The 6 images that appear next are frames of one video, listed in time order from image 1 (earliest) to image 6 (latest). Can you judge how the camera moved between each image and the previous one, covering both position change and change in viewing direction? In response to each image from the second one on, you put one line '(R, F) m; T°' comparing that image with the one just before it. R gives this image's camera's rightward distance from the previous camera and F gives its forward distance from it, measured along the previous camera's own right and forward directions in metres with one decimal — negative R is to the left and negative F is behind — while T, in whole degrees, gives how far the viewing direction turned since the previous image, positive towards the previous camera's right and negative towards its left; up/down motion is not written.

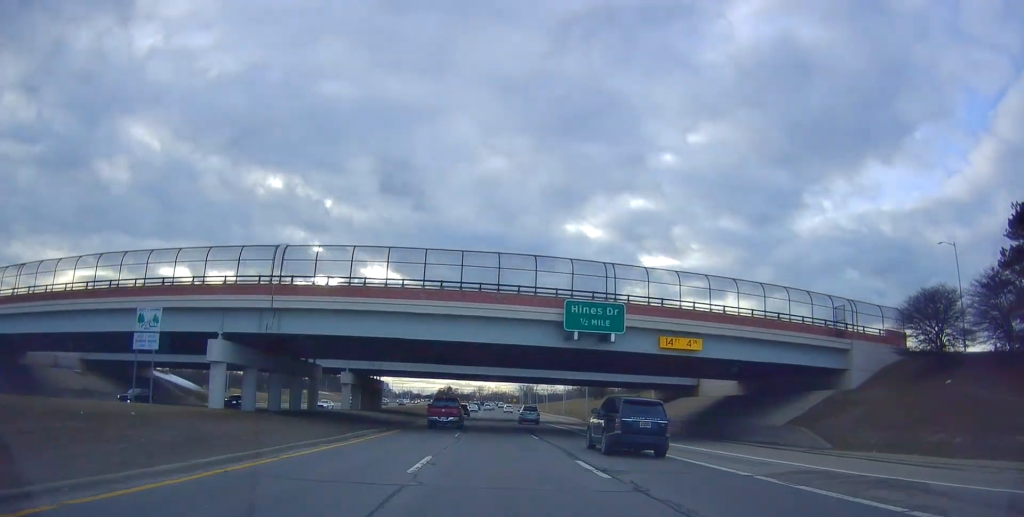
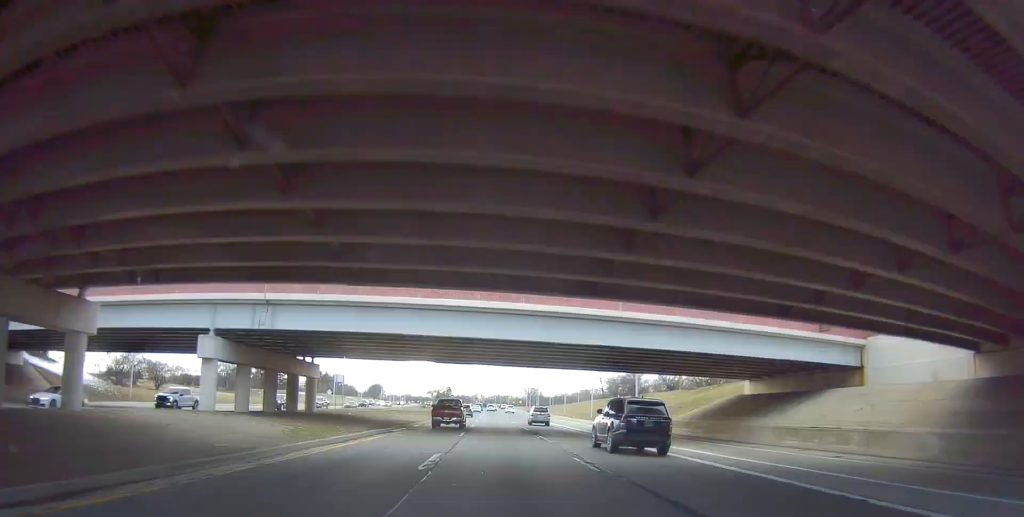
(+0.2, +30.9) m; 0°
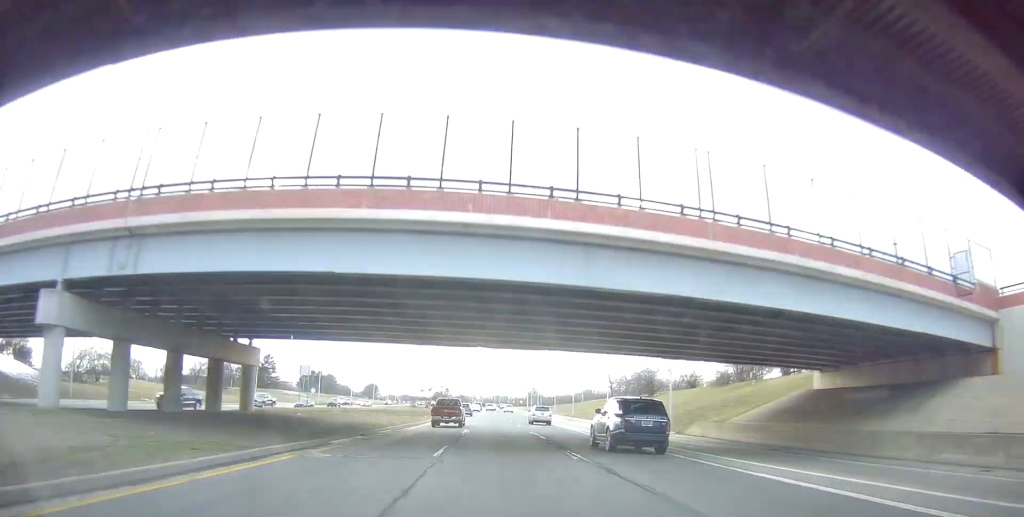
(0.0, +12.7) m; 0°
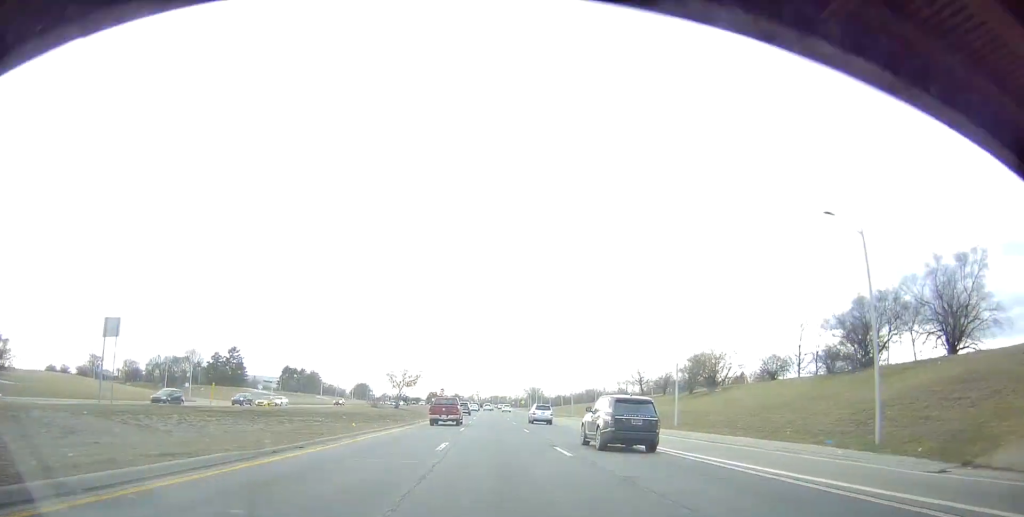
(-0.4, +29.8) m; 0°
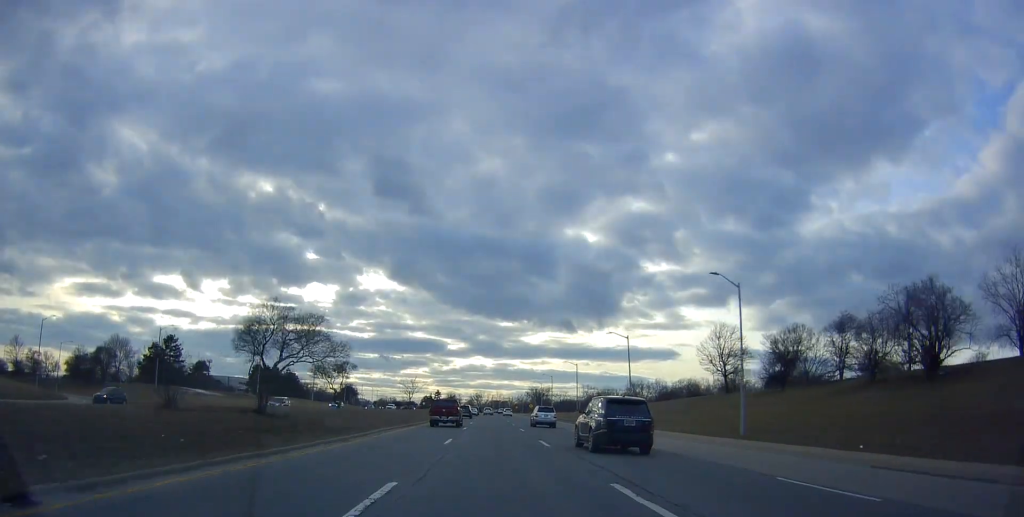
(+0.7, +41.6) m; +1°
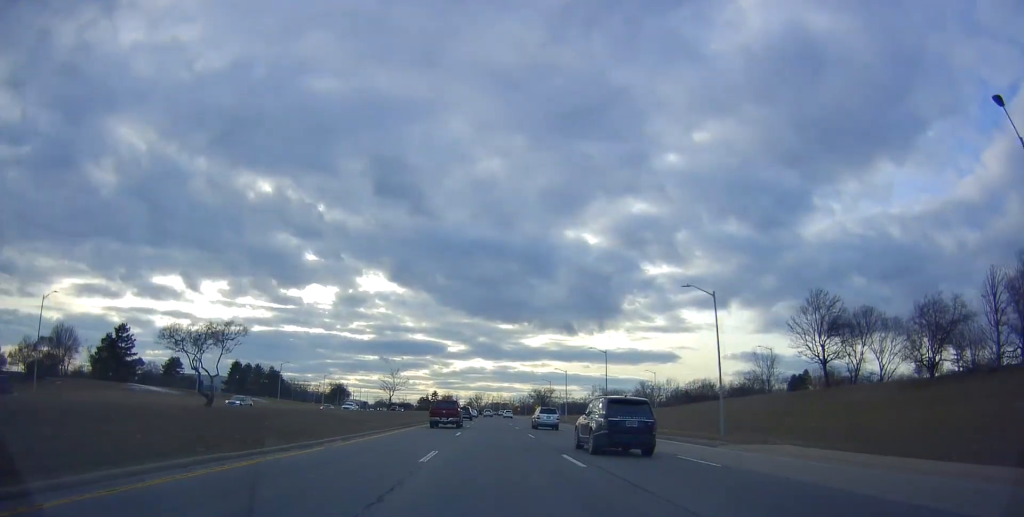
(-0.5, +23.7) m; 0°
